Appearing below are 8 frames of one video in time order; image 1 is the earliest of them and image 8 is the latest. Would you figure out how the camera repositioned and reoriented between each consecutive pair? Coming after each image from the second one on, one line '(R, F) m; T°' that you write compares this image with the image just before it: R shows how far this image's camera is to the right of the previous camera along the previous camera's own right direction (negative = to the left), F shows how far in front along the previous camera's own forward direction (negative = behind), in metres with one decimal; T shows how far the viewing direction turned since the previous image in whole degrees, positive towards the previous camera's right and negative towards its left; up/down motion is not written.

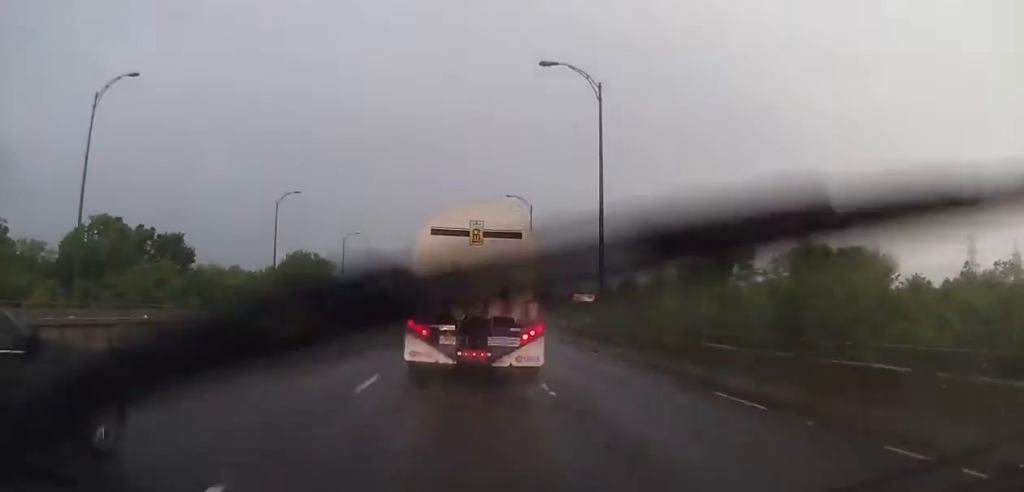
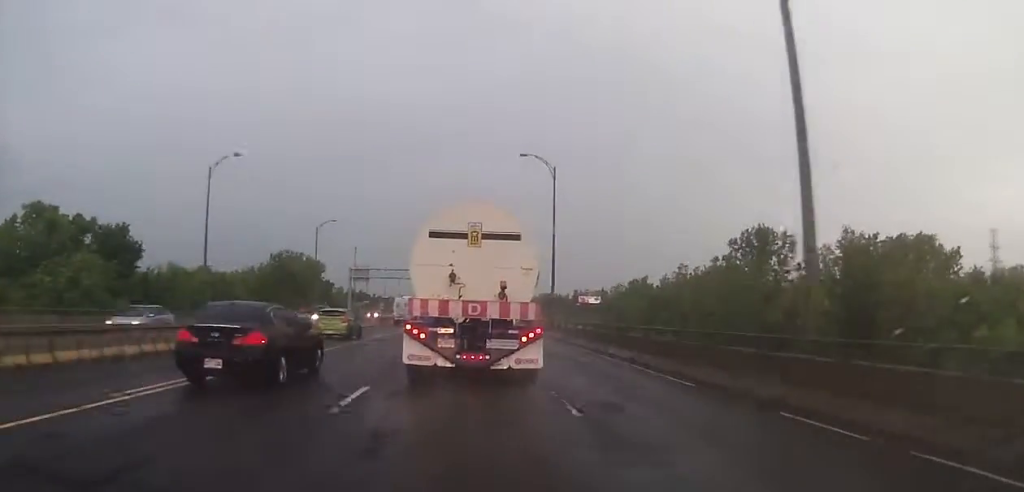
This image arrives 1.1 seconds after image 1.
(-0.4, +19.8) m; -2°
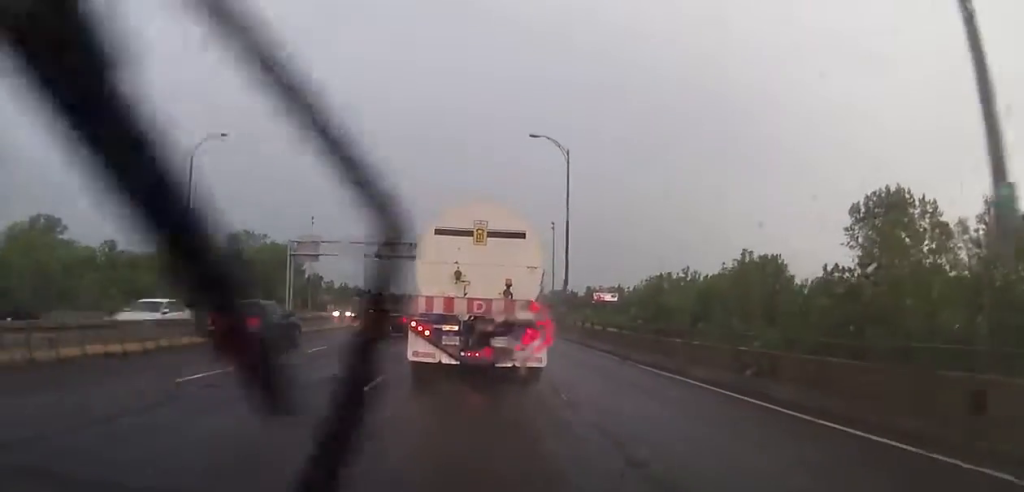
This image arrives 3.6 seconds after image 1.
(+0.3, +43.7) m; +1°
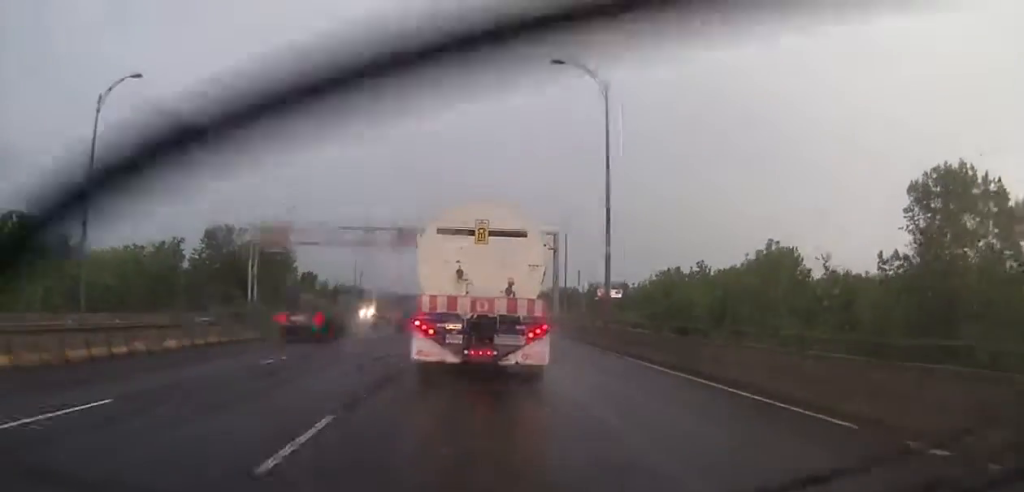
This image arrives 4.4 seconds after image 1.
(0.0, +14.1) m; 0°
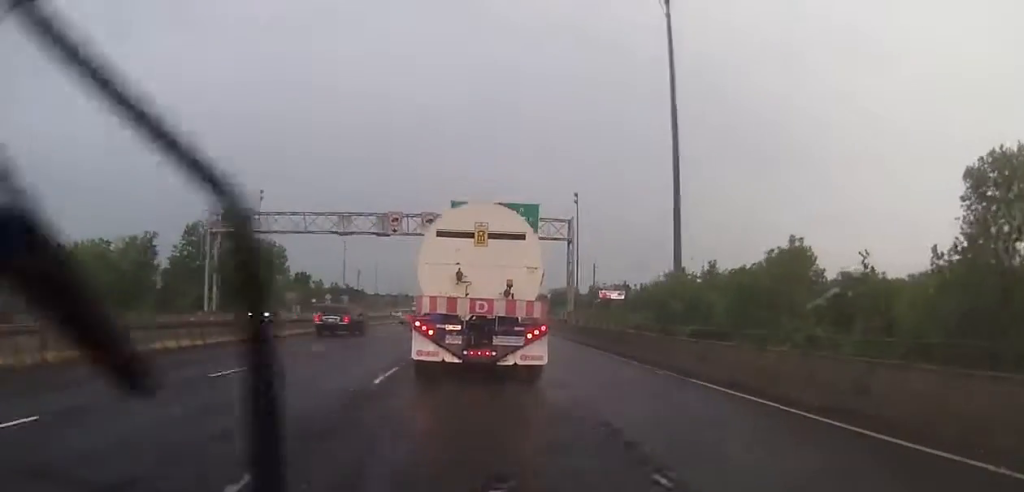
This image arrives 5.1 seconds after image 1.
(0.0, +11.1) m; 0°
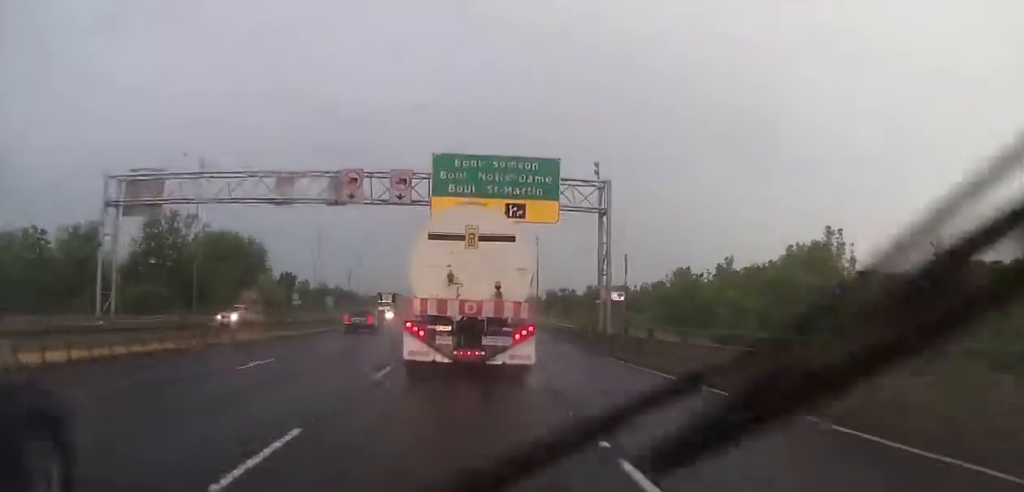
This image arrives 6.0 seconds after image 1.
(0.0, +17.0) m; 0°
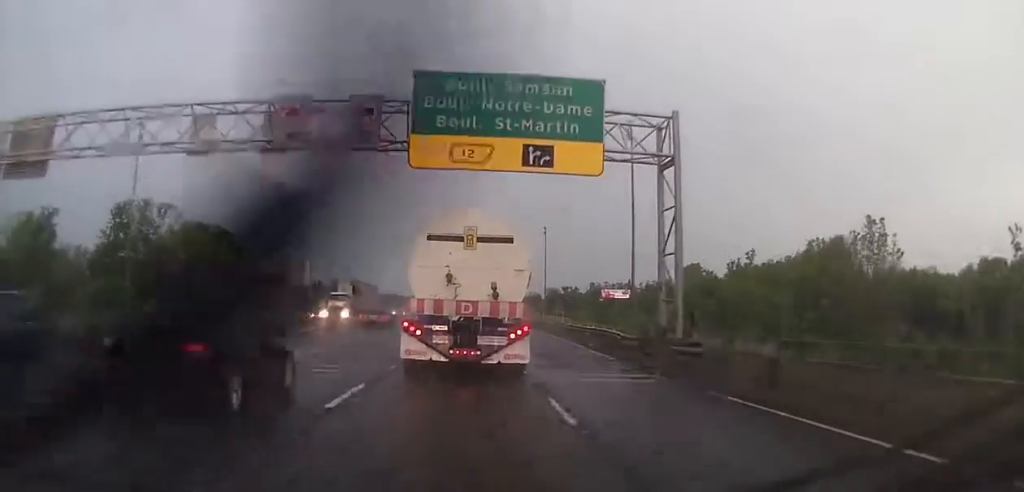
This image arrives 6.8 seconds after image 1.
(0.0, +13.1) m; 0°
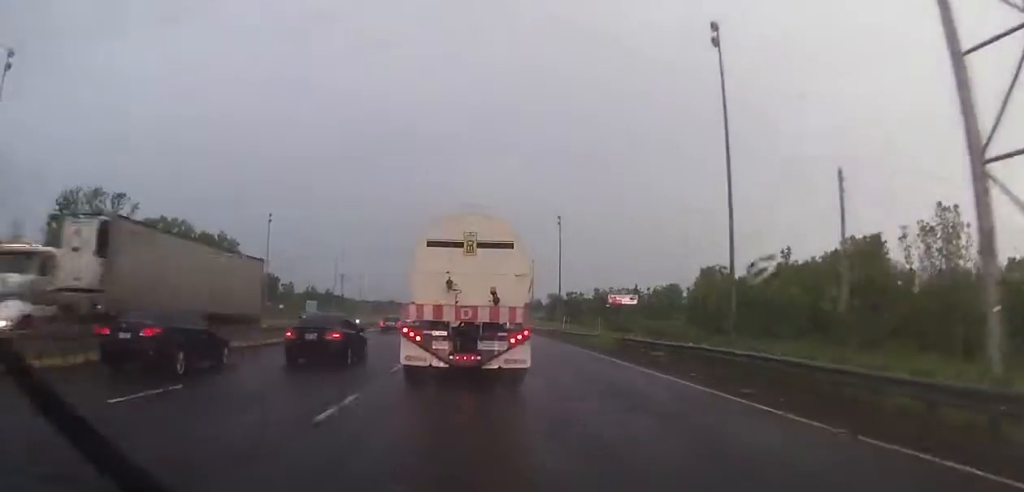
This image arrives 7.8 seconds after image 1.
(0.0, +18.4) m; +1°
